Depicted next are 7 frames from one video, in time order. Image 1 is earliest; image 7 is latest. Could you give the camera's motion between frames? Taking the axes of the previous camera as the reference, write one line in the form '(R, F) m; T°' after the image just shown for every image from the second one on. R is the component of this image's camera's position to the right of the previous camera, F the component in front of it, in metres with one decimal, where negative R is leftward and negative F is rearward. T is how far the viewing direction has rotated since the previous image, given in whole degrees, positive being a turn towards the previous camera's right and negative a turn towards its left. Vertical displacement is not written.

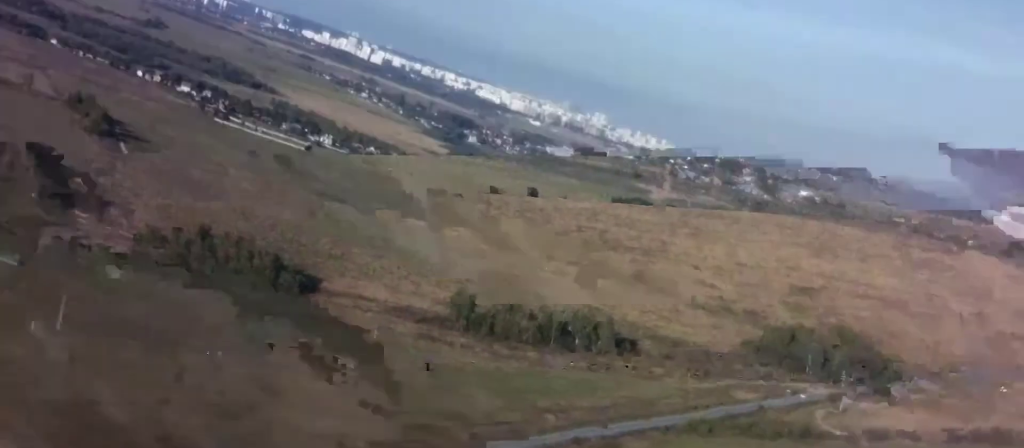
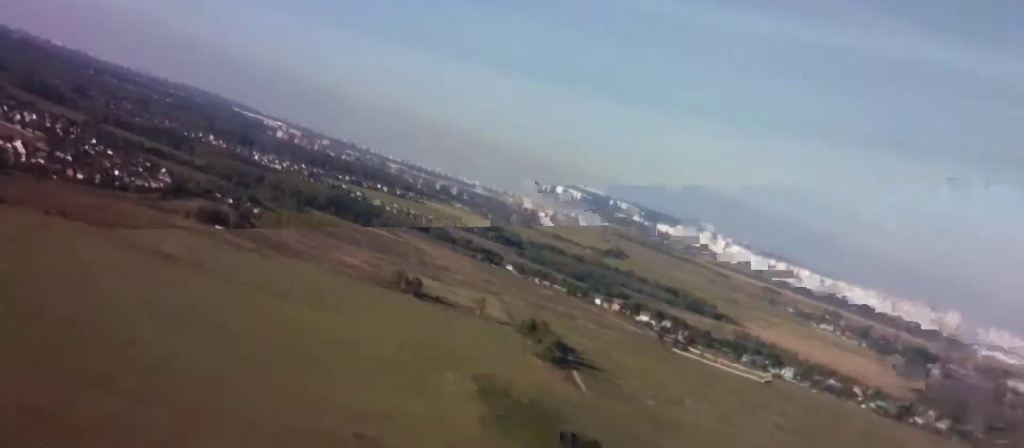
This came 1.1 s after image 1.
(-4.2, +16.0) m; -27°
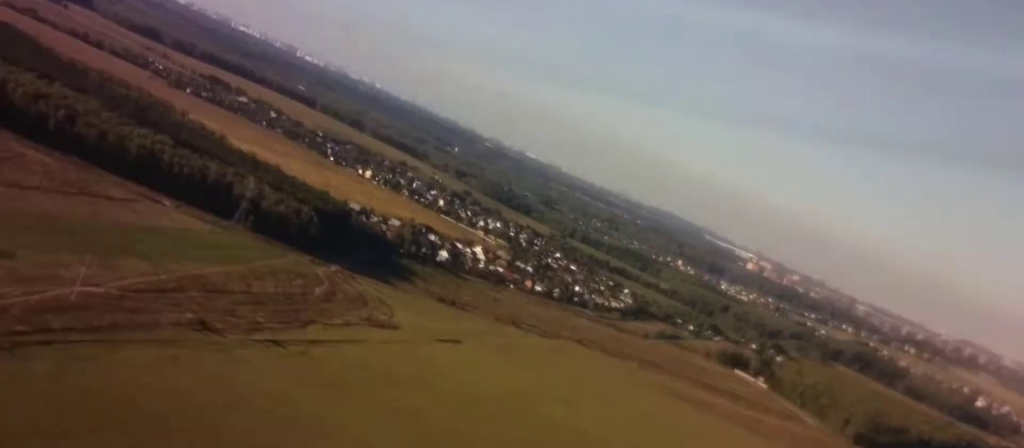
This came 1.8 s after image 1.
(-0.8, +10.8) m; -19°
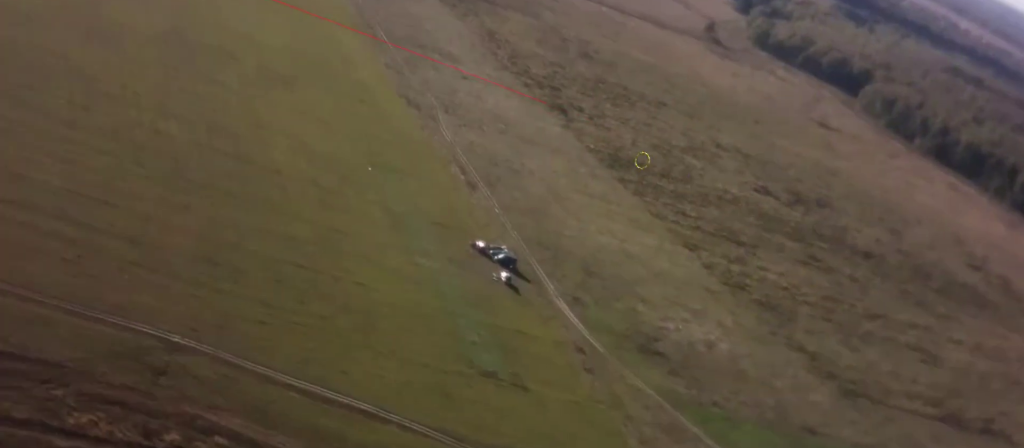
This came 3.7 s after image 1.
(-12.1, +22.9) m; -45°
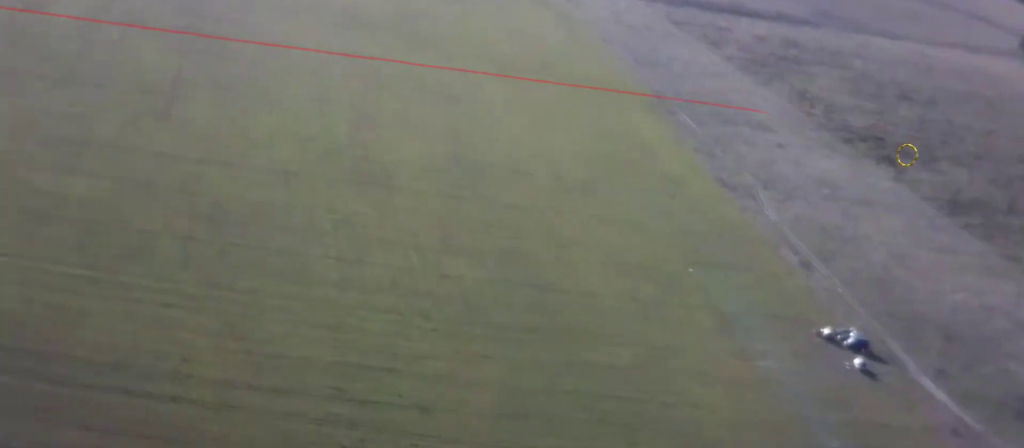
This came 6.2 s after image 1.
(-9.9, +42.6) m; -20°
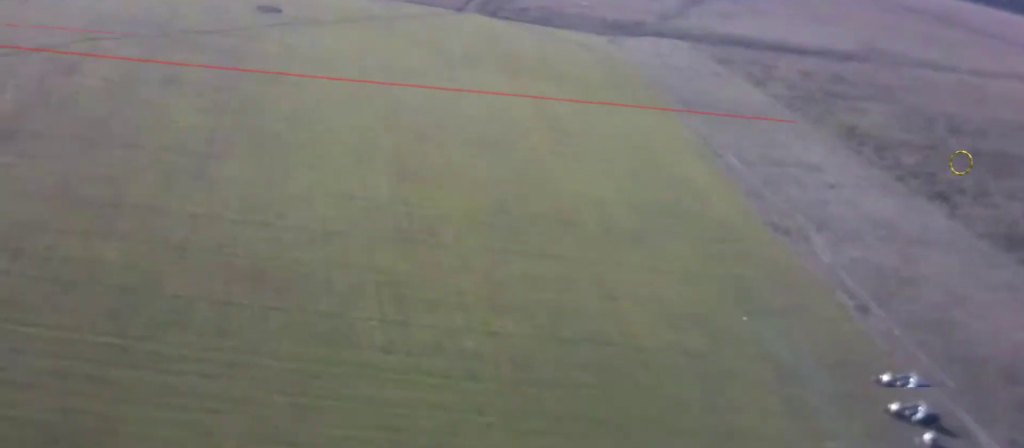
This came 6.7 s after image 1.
(+0.1, +9.6) m; -2°
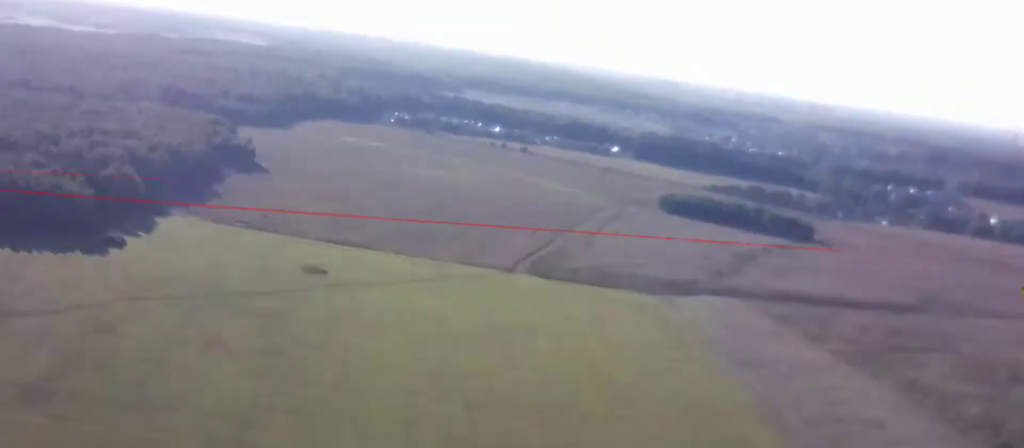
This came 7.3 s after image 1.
(-0.5, +13.0) m; -2°
